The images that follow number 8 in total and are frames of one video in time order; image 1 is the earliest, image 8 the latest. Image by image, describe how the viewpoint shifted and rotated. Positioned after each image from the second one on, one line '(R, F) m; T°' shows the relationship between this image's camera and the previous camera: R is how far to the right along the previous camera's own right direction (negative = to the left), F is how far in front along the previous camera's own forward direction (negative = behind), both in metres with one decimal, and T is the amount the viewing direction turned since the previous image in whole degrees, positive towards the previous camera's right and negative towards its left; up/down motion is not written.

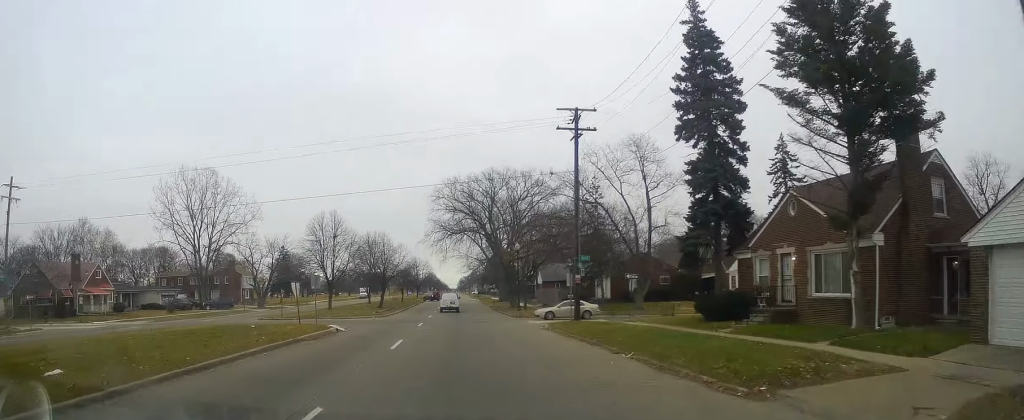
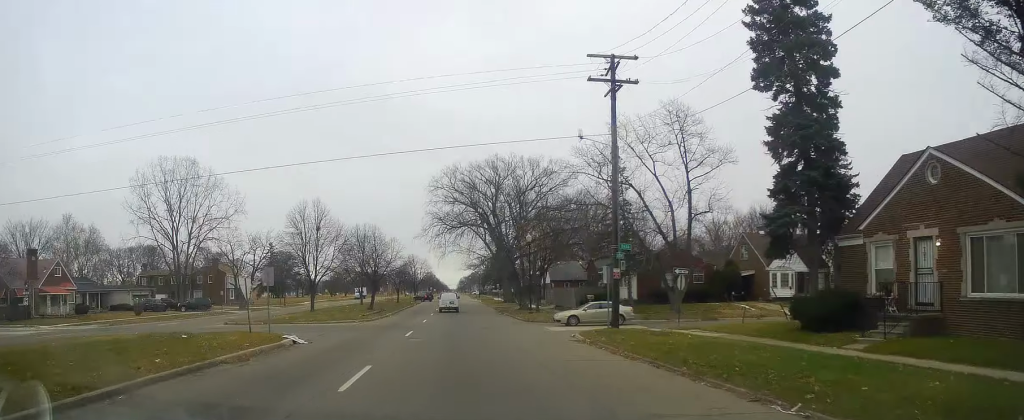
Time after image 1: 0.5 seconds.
(+0.1, +9.1) m; 0°
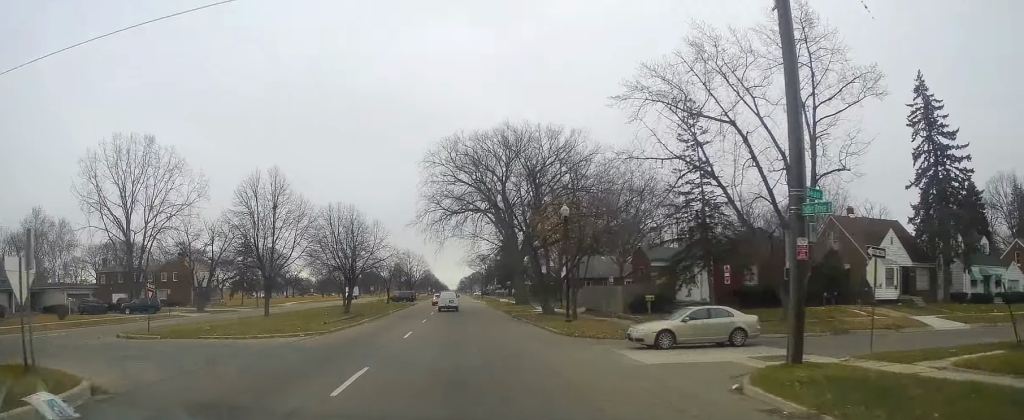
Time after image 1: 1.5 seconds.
(-0.4, +15.8) m; 0°
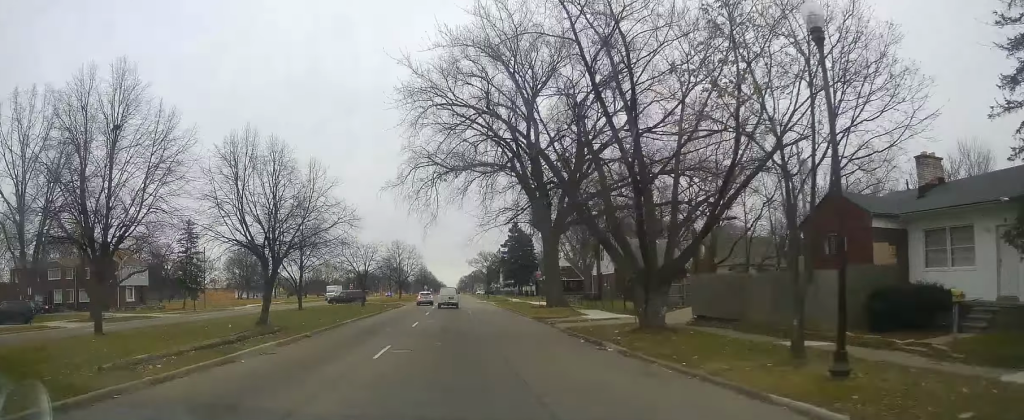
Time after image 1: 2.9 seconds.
(+0.3, +23.9) m; 0°
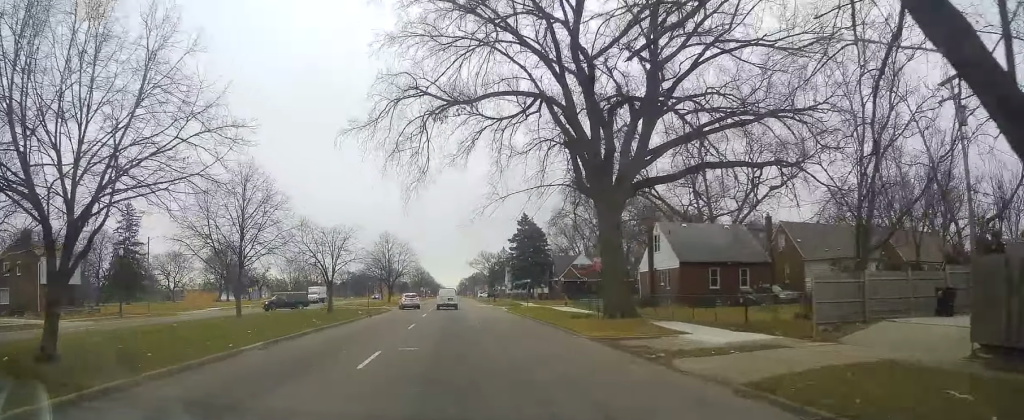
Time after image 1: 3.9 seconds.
(0.0, +17.3) m; +1°
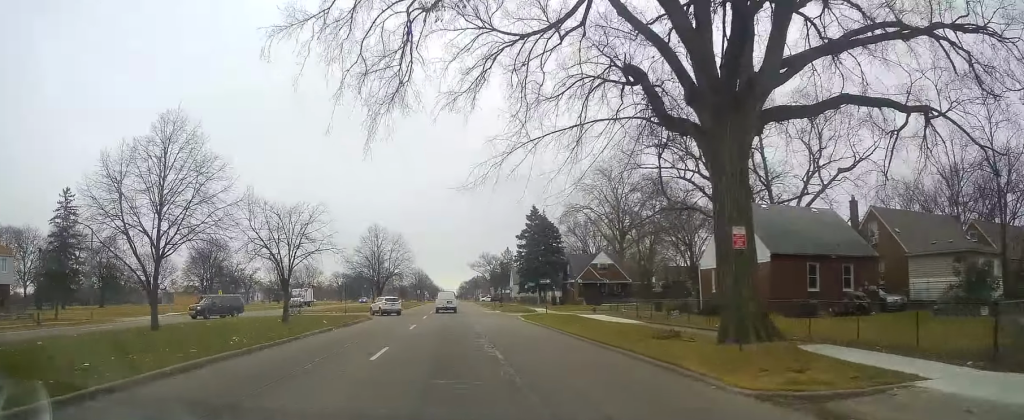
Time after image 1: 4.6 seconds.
(+0.2, +12.8) m; +1°
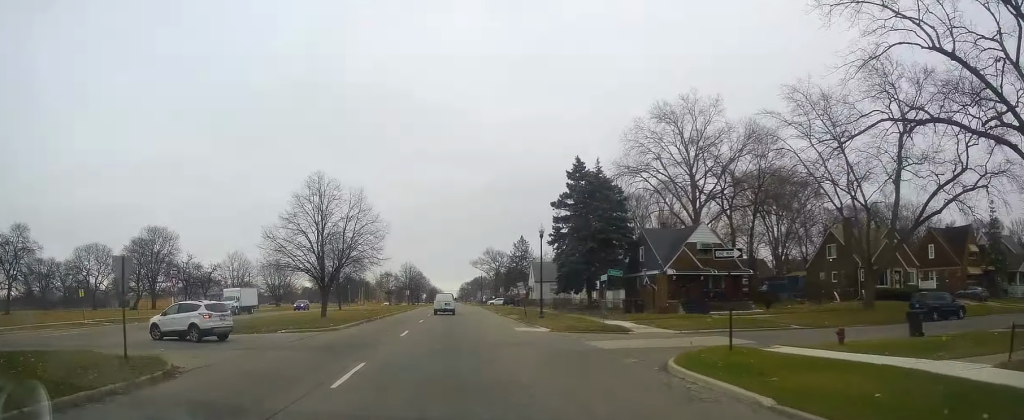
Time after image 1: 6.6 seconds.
(-0.9, +34.3) m; -1°
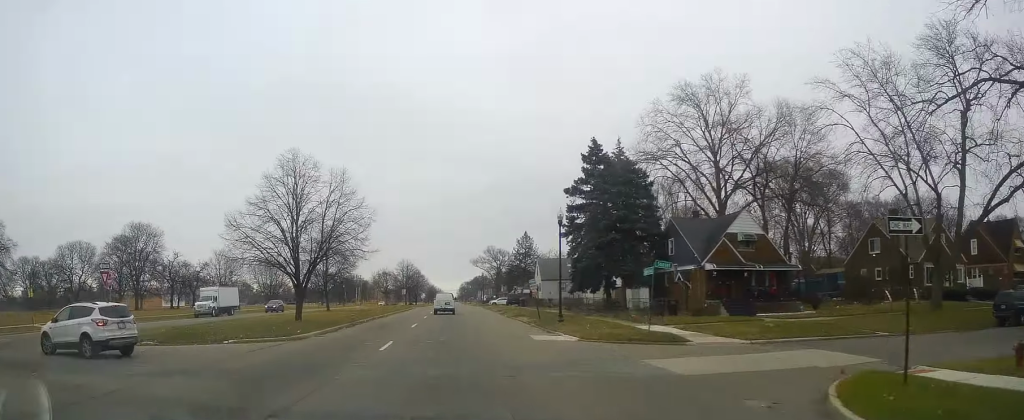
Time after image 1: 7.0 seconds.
(+0.2, +7.6) m; +1°
